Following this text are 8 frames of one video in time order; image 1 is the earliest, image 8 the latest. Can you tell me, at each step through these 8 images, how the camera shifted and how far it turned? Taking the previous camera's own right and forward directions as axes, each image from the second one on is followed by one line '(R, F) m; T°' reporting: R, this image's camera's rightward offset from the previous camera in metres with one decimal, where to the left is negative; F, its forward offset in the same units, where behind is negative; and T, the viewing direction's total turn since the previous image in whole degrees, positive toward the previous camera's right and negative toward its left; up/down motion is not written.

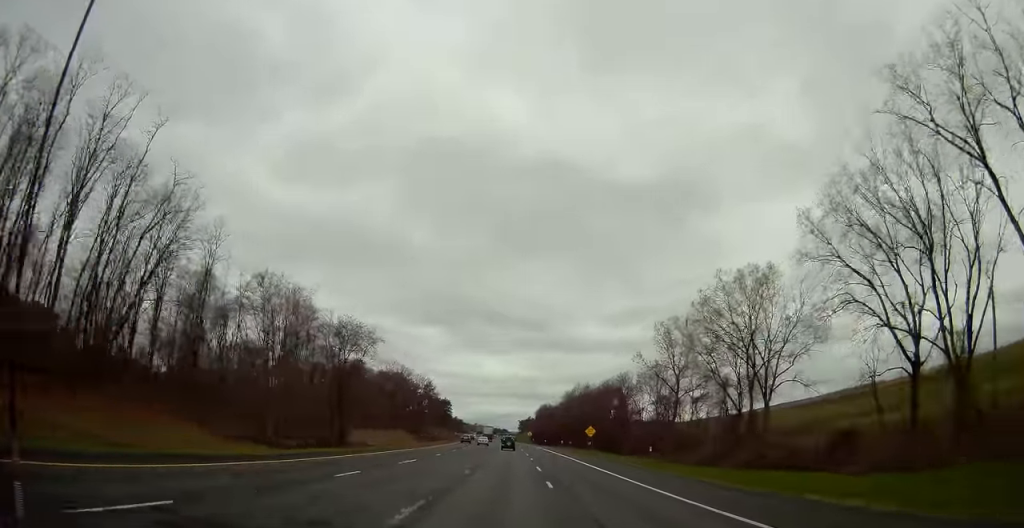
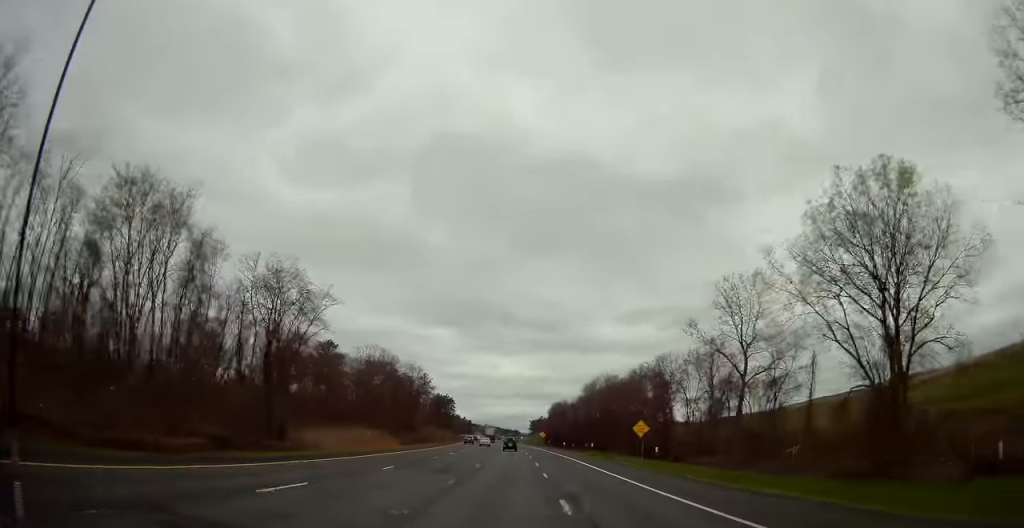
(-0.1, +30.3) m; -1°
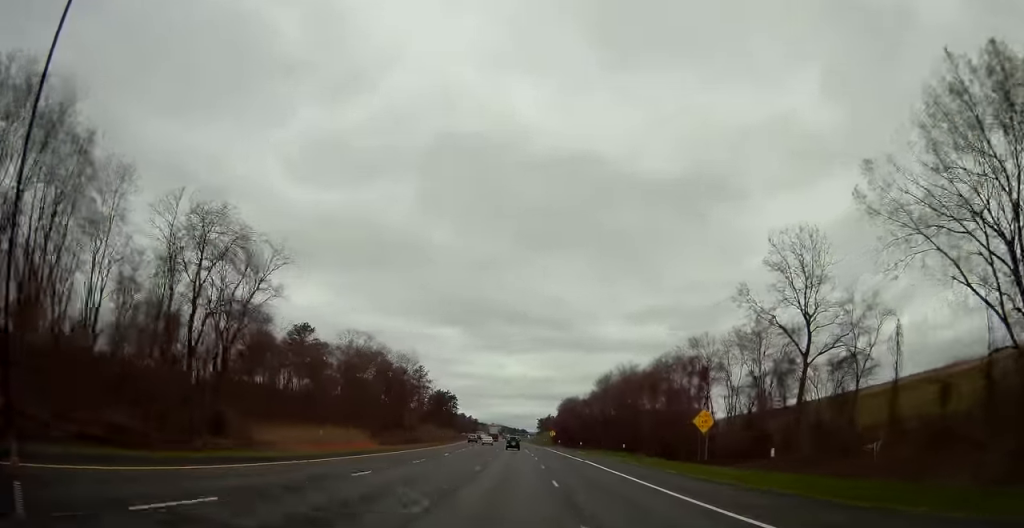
(-0.1, +17.6) m; -1°
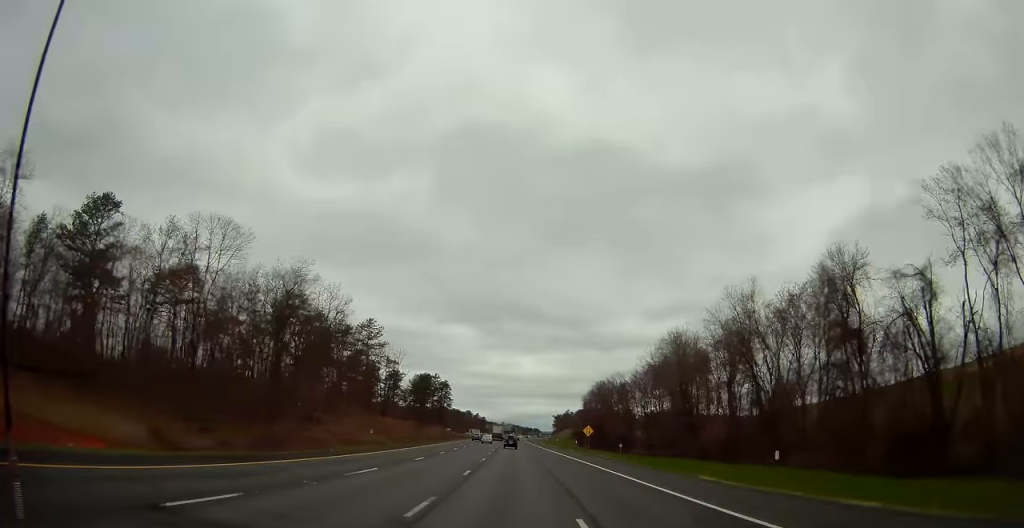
(-0.8, +60.5) m; -2°
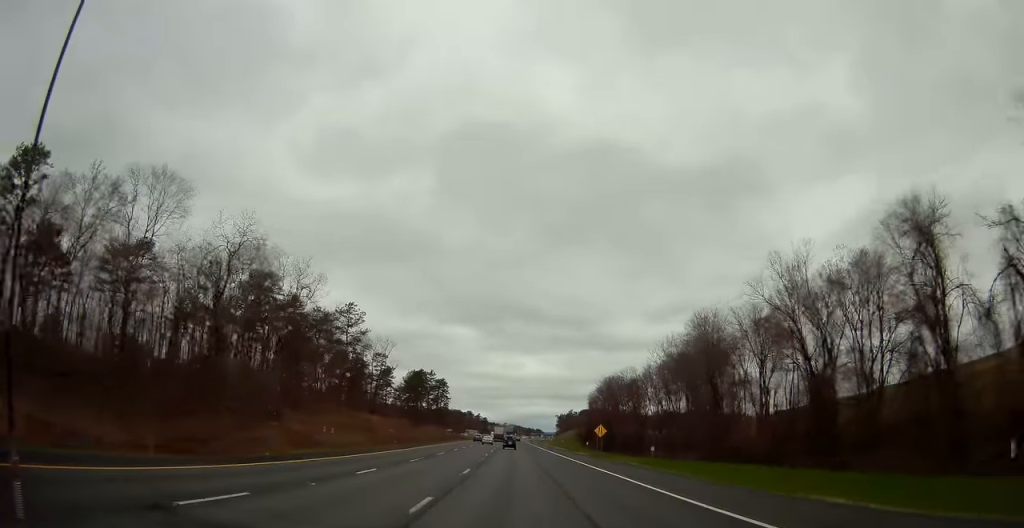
(-0.1, +11.7) m; 0°
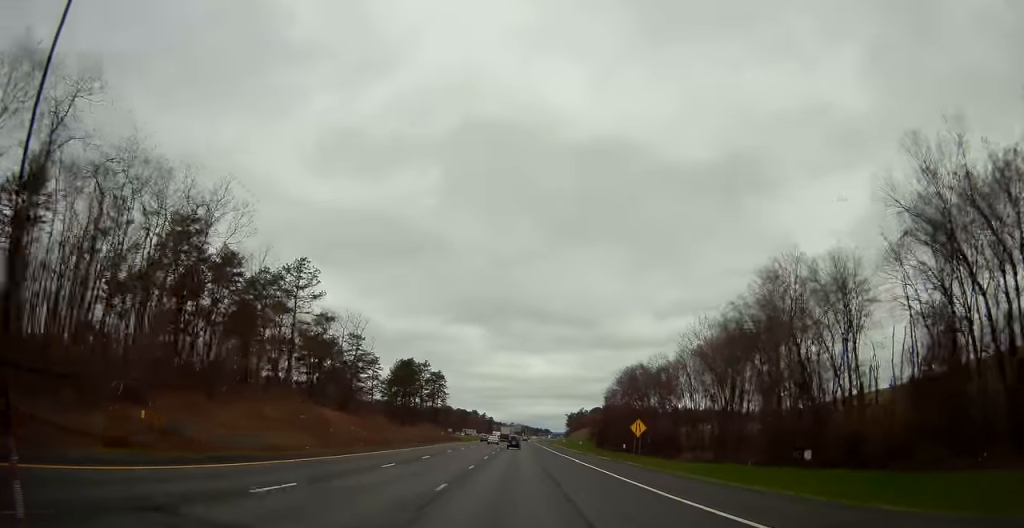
(-0.2, +21.5) m; 0°
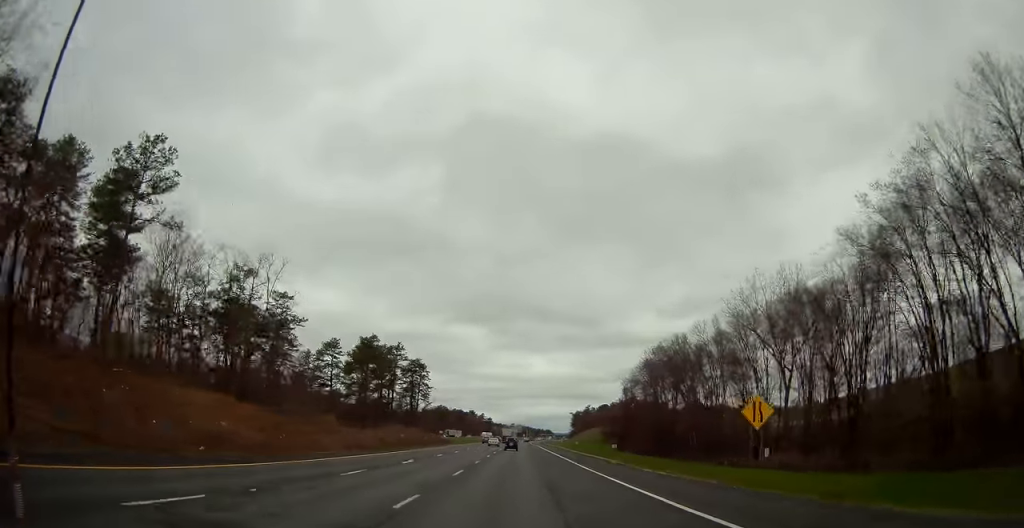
(0.0, +29.2) m; 0°
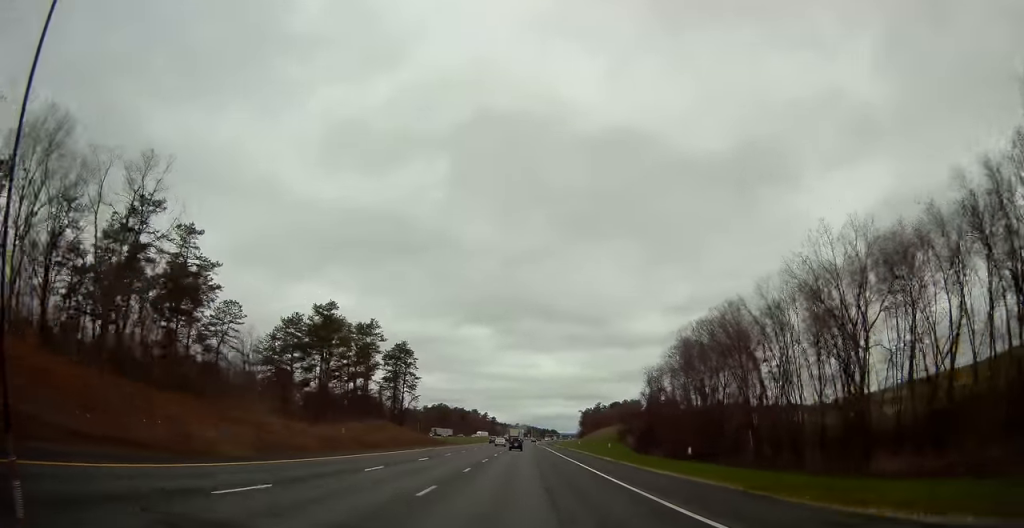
(+0.1, +21.4) m; 0°
